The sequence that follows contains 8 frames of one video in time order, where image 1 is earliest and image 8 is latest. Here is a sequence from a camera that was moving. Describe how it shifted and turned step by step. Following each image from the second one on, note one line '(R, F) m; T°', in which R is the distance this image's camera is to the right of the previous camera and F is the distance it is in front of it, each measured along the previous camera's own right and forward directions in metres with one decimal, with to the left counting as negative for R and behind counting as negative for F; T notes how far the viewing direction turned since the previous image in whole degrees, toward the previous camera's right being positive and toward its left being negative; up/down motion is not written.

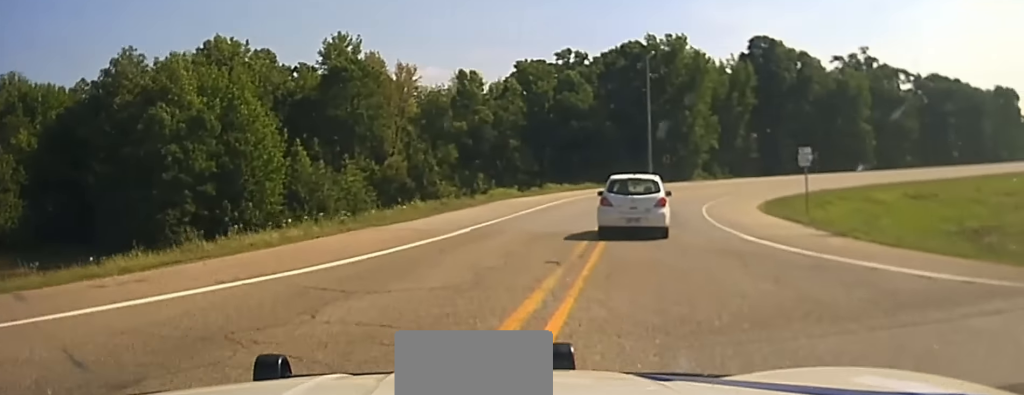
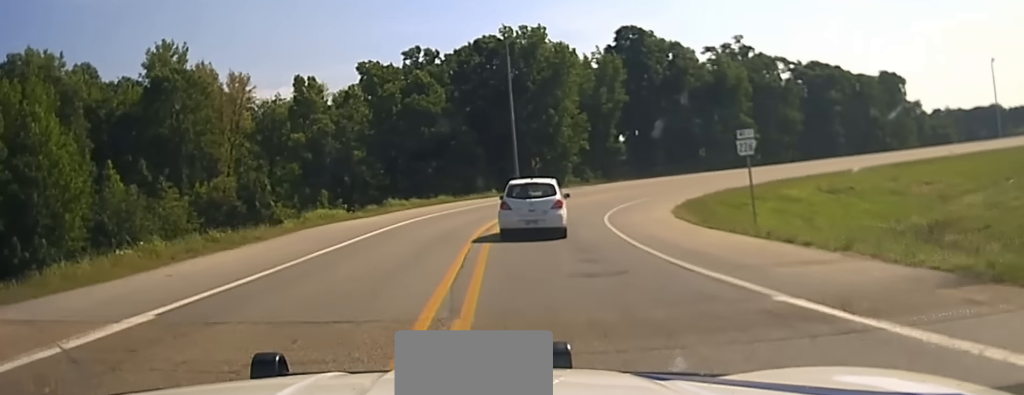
(+2.3, +14.5) m; +11°
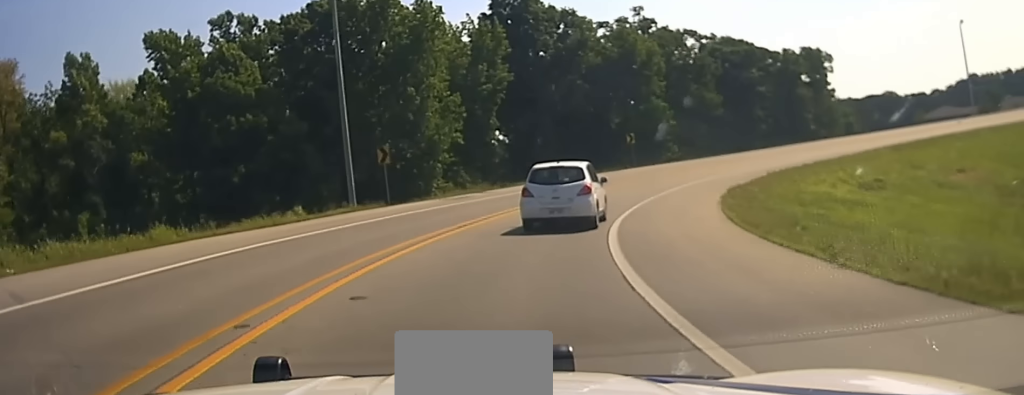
(+1.6, +27.1) m; +8°
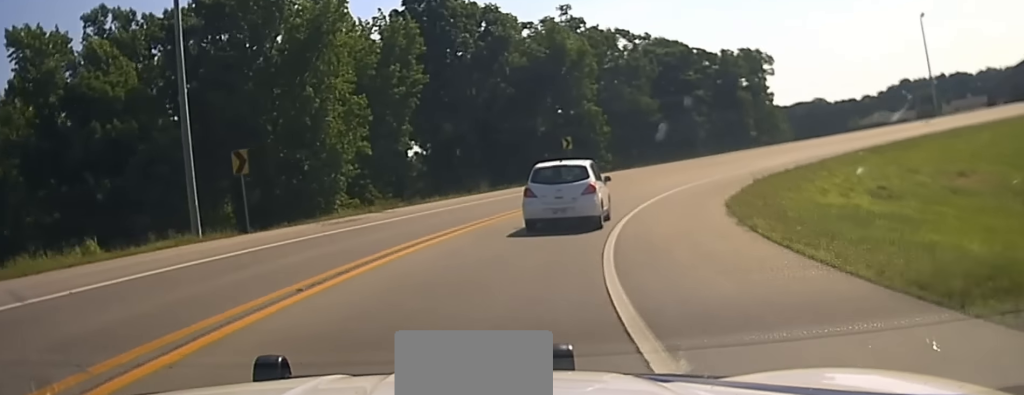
(+0.2, +10.3) m; +5°
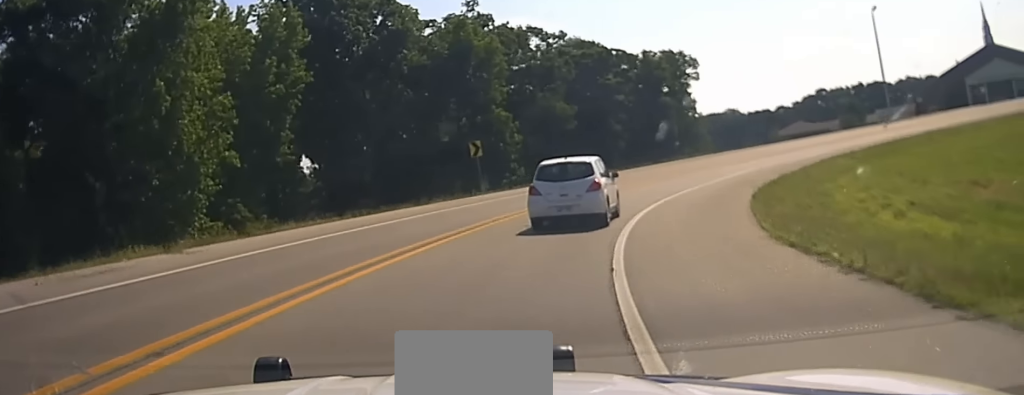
(+0.5, +12.2) m; +6°
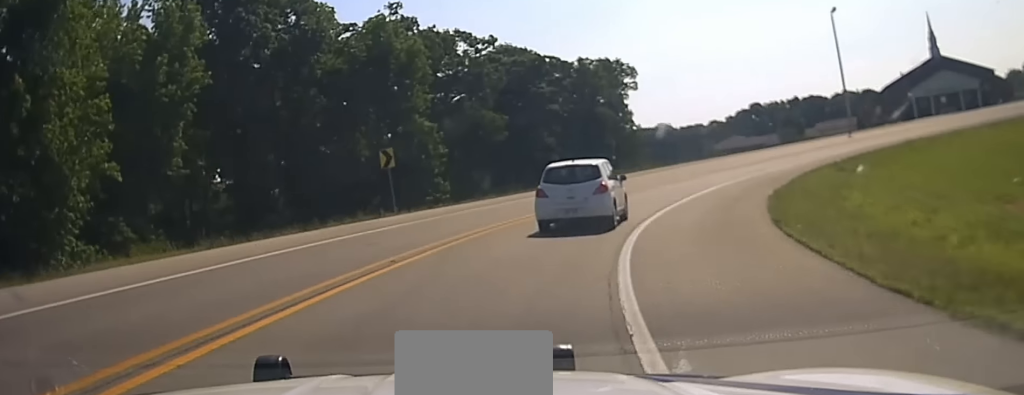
(+0.5, +8.4) m; +5°
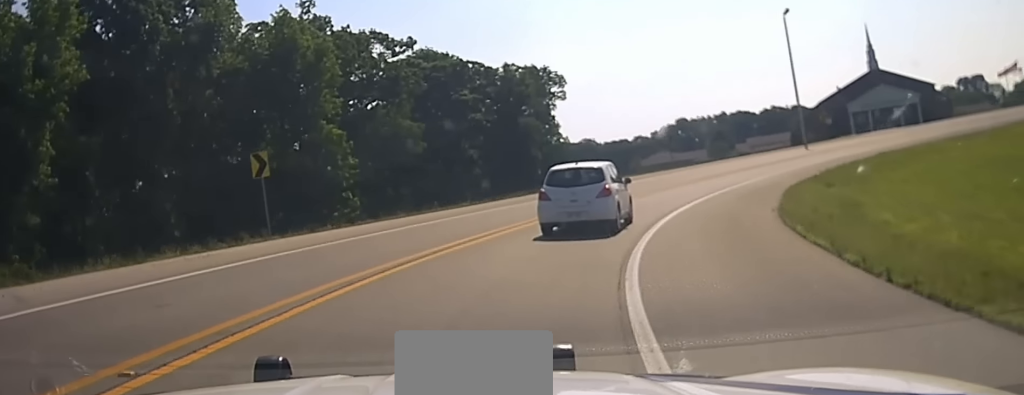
(0.0, +8.5) m; +5°
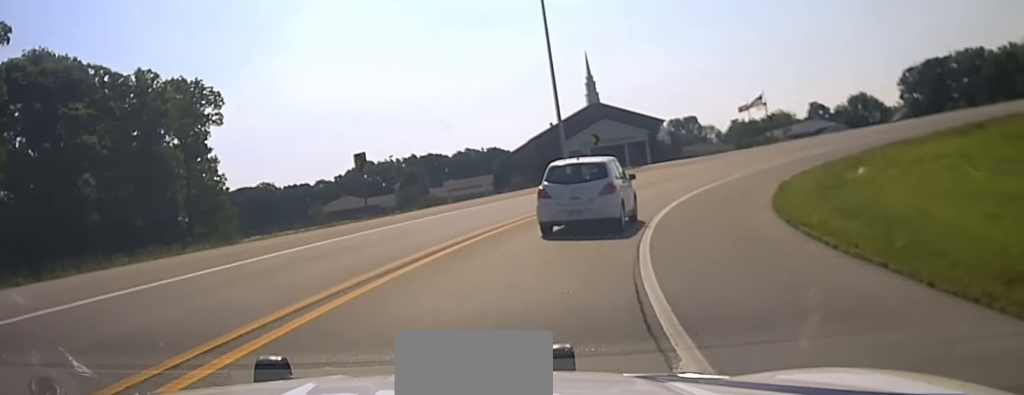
(+5.4, +27.7) m; +21°
